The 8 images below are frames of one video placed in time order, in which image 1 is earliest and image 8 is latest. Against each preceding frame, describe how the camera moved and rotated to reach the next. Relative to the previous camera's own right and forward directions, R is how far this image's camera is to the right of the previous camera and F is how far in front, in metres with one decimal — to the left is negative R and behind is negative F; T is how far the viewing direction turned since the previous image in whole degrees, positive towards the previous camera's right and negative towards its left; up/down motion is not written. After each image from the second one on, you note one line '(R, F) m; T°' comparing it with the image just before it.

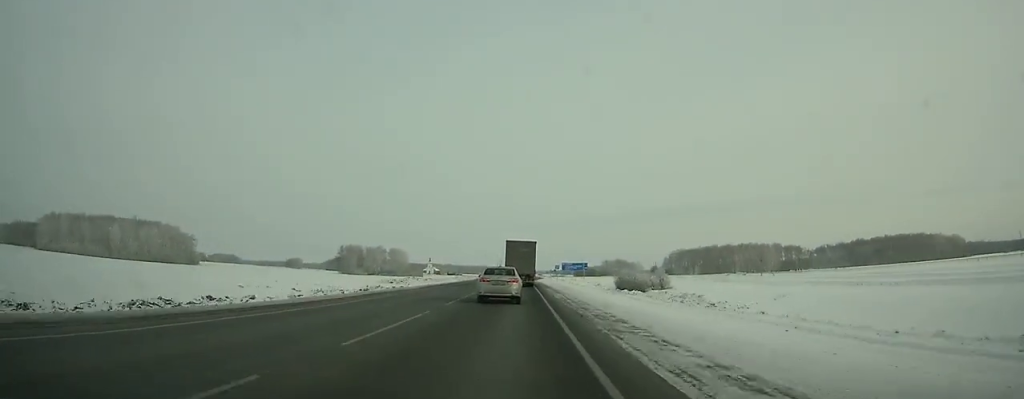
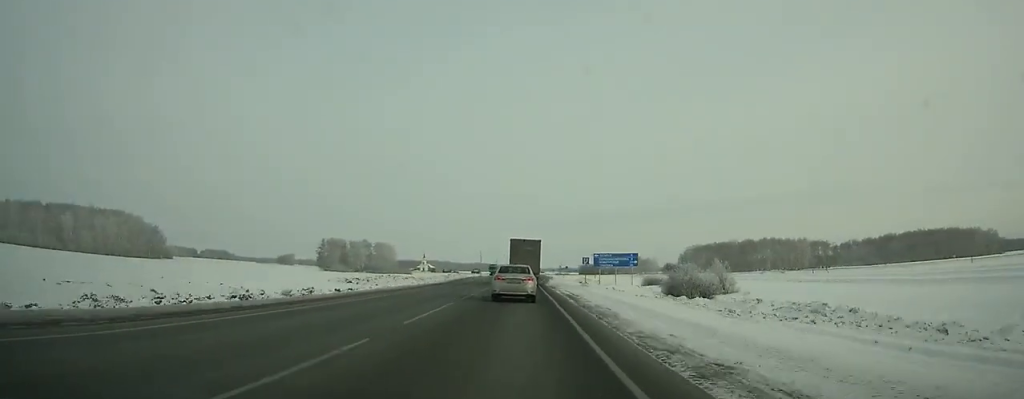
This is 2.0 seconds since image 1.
(-0.1, +43.8) m; 0°
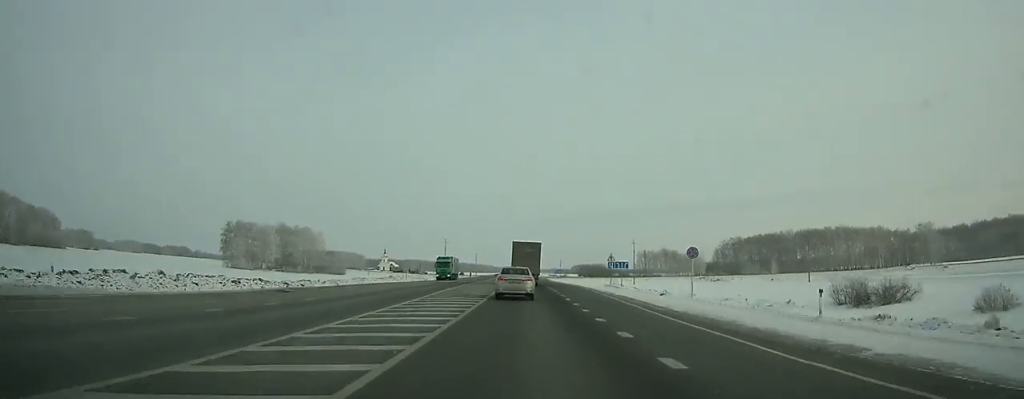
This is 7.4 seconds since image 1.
(+0.9, +115.1) m; +1°
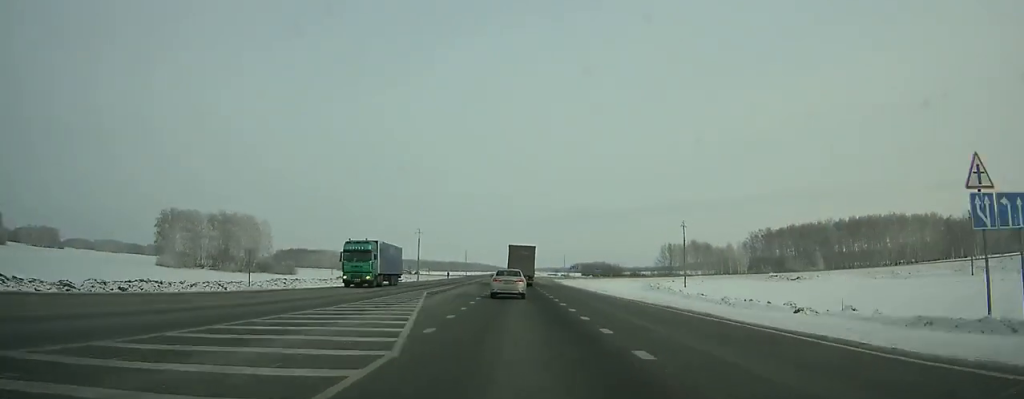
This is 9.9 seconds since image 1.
(+0.3, +52.2) m; 0°
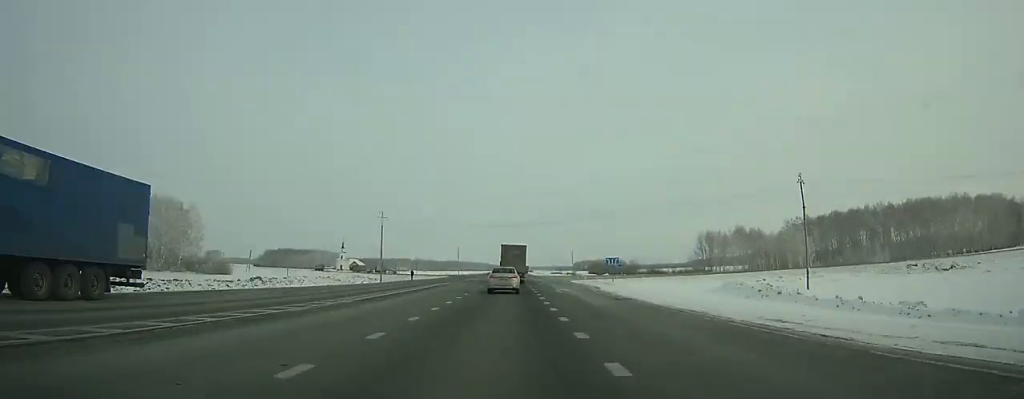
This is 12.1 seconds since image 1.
(-0.1, +46.2) m; 0°
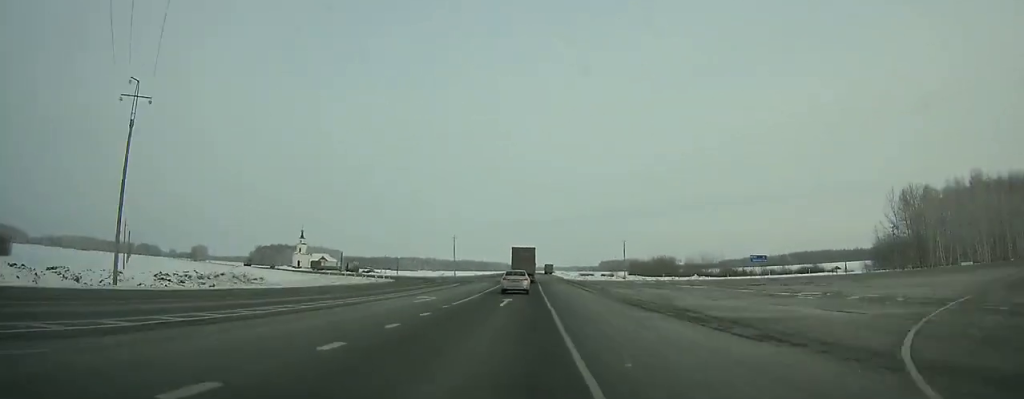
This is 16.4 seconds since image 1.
(-0.9, +92.2) m; -2°
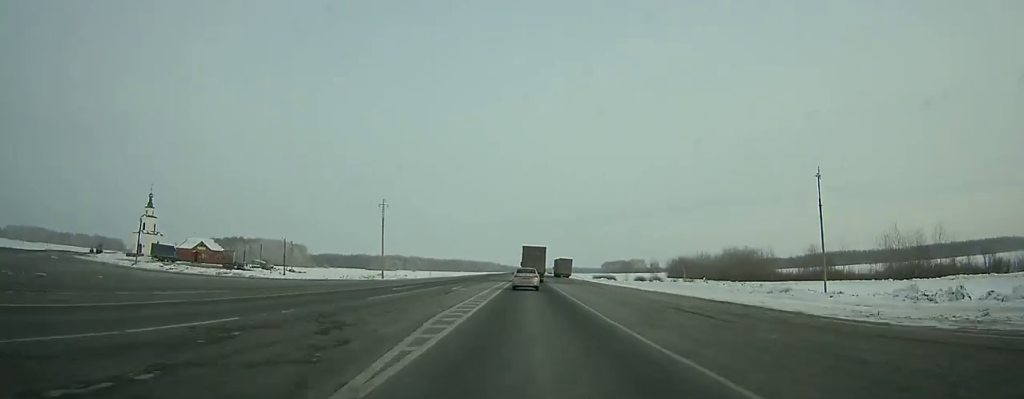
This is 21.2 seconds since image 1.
(-0.3, +107.7) m; +1°
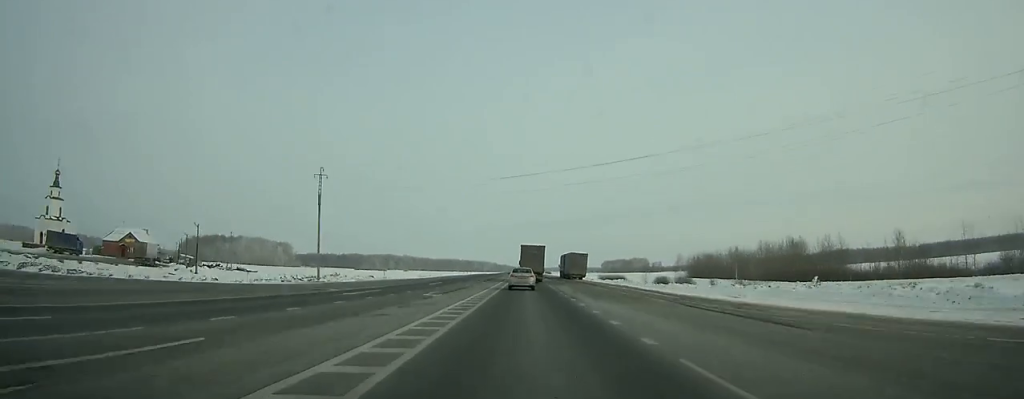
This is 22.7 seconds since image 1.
(+0.1, +34.2) m; 0°
